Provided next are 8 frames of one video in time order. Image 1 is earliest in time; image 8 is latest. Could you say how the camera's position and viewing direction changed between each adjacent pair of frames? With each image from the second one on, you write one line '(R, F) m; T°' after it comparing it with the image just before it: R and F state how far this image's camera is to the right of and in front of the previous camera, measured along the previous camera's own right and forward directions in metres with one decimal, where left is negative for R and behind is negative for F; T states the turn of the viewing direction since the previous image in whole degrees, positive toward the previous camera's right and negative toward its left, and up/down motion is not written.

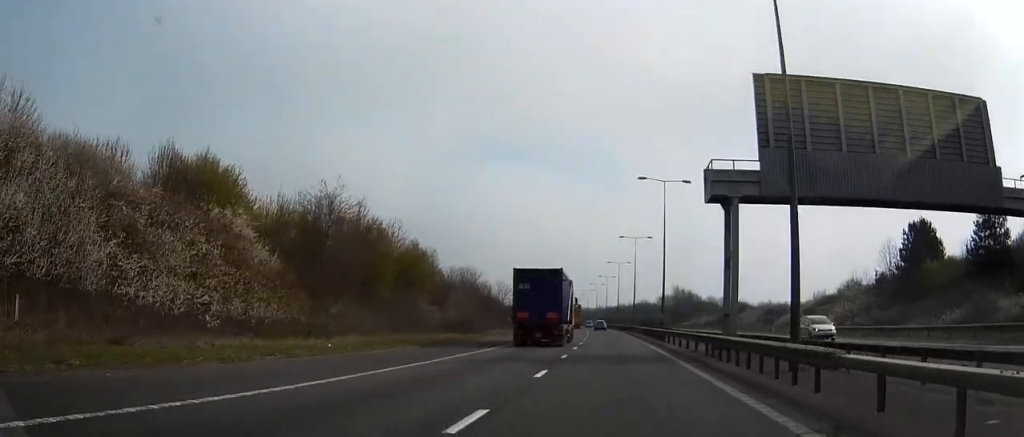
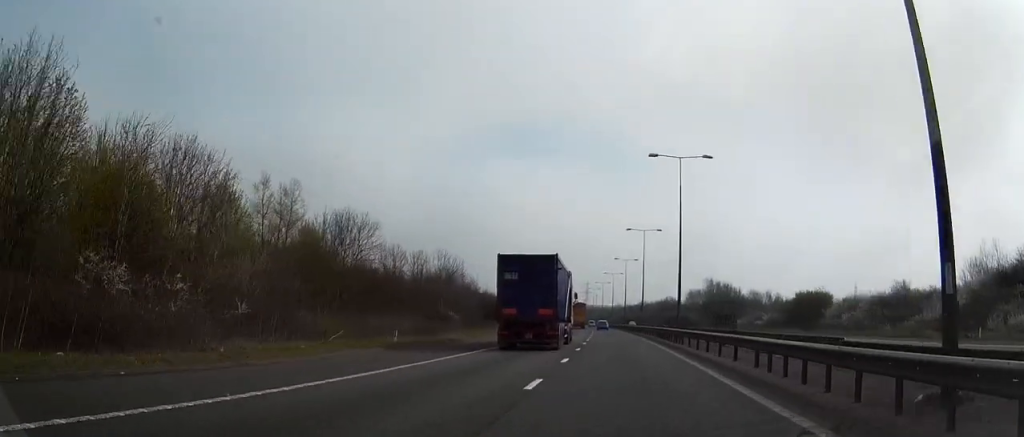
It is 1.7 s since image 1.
(-0.6, +47.6) m; -2°
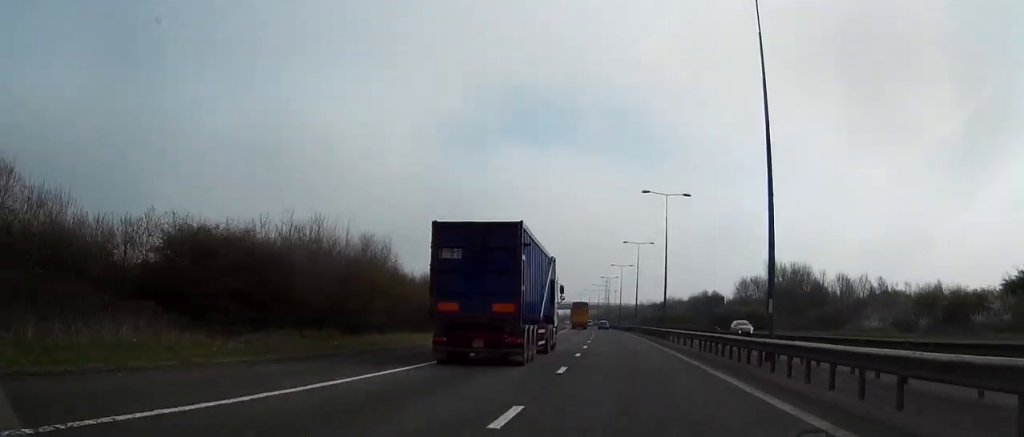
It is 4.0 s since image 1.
(-0.9, +66.0) m; -1°
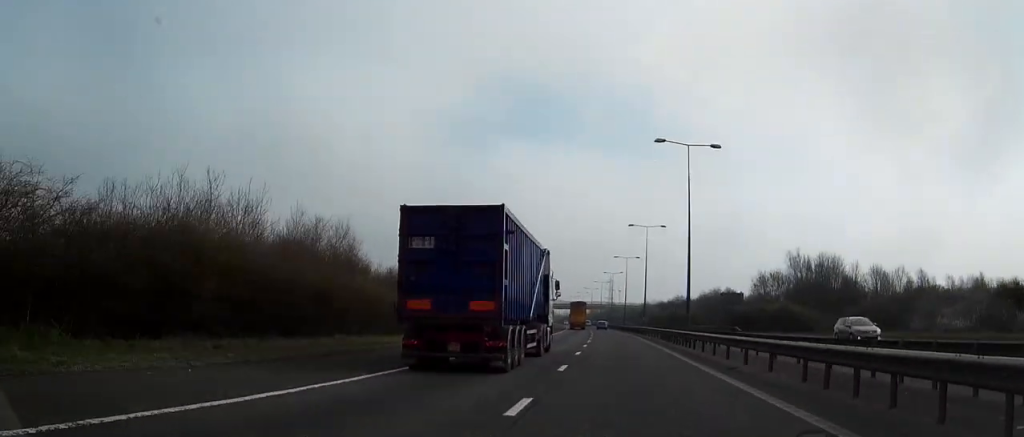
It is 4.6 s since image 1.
(0.0, +17.1) m; 0°
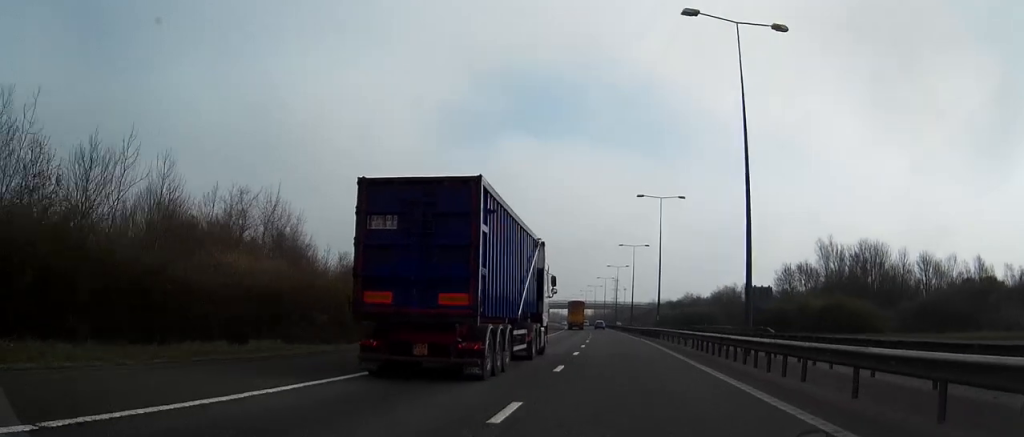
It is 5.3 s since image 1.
(0.0, +19.0) m; 0°
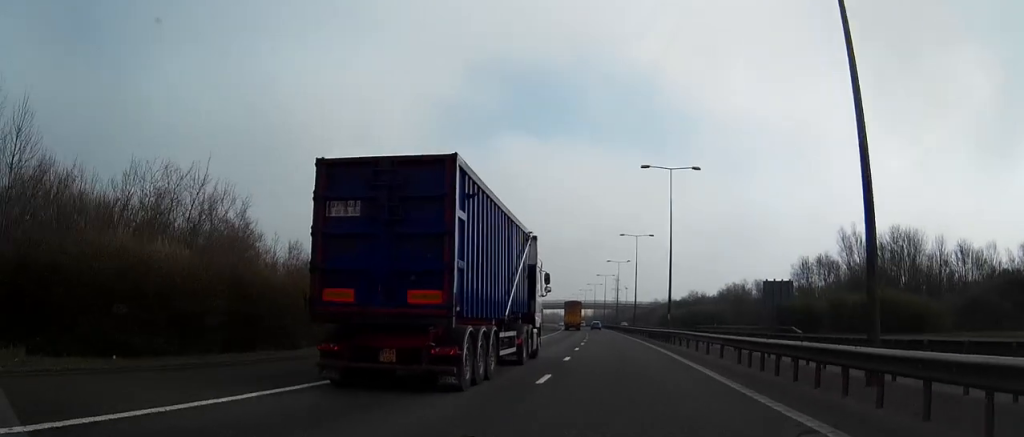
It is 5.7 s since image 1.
(-0.1, +12.4) m; 0°
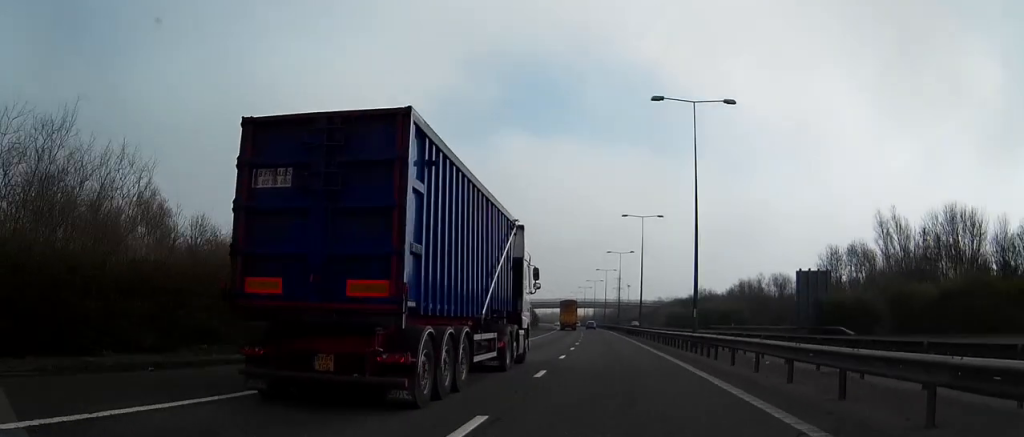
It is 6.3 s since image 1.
(-0.1, +16.2) m; 0°
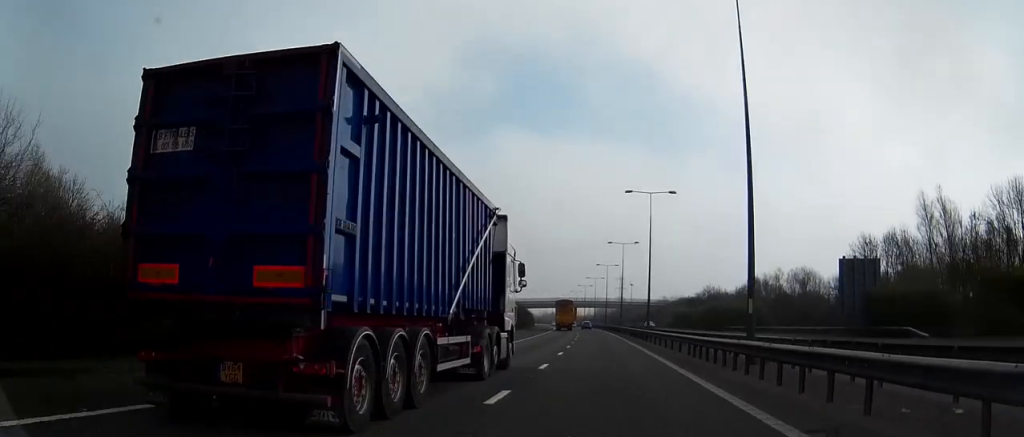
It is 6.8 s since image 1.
(0.0, +14.3) m; 0°
